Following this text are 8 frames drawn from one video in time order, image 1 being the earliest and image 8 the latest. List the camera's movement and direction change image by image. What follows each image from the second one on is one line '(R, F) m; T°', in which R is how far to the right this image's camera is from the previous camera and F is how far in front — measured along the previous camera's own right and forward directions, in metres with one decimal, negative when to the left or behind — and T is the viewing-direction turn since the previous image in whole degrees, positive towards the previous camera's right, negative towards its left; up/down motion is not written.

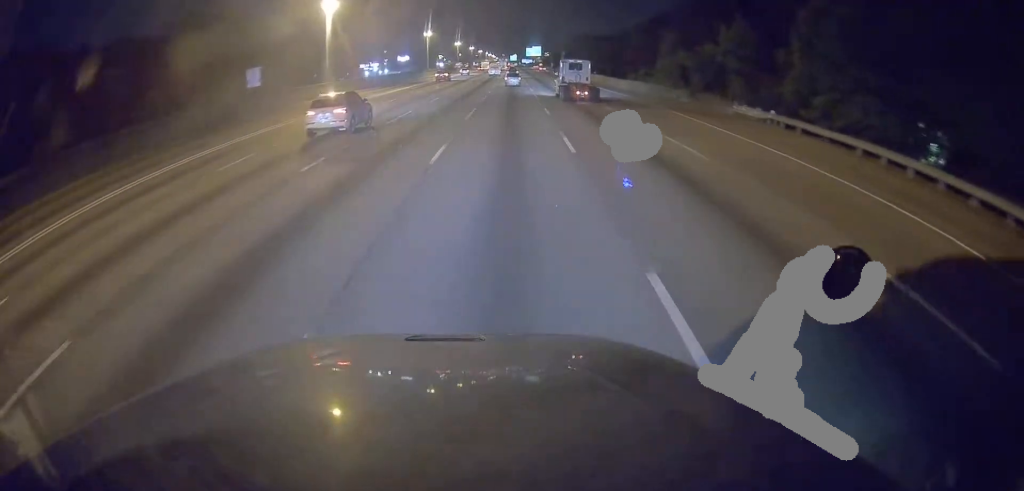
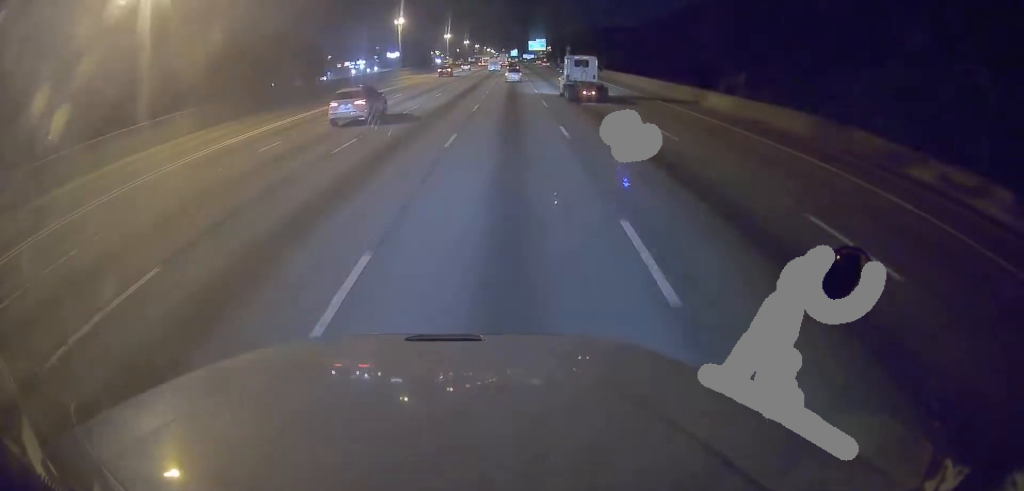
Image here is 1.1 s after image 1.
(0.0, +34.8) m; 0°
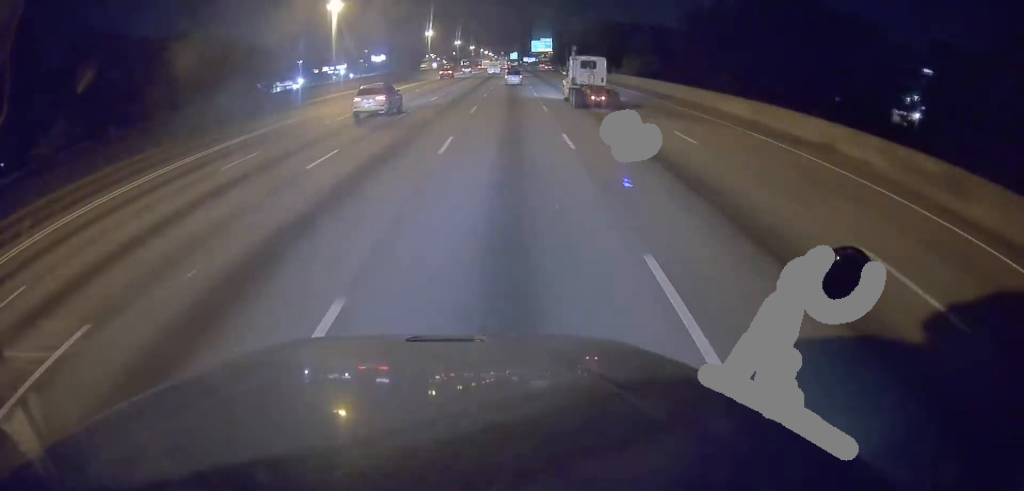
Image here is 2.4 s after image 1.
(-0.1, +38.2) m; -1°
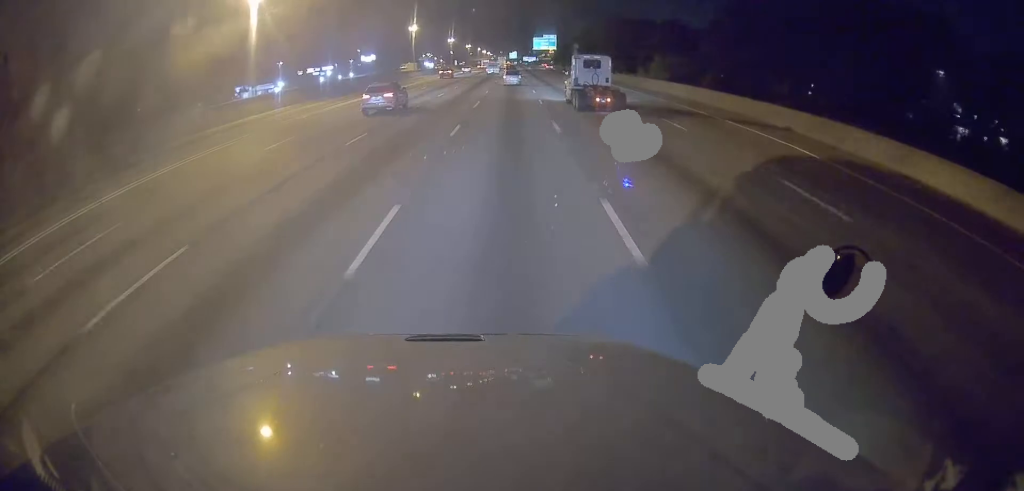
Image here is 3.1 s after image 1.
(-0.1, +21.1) m; 0°
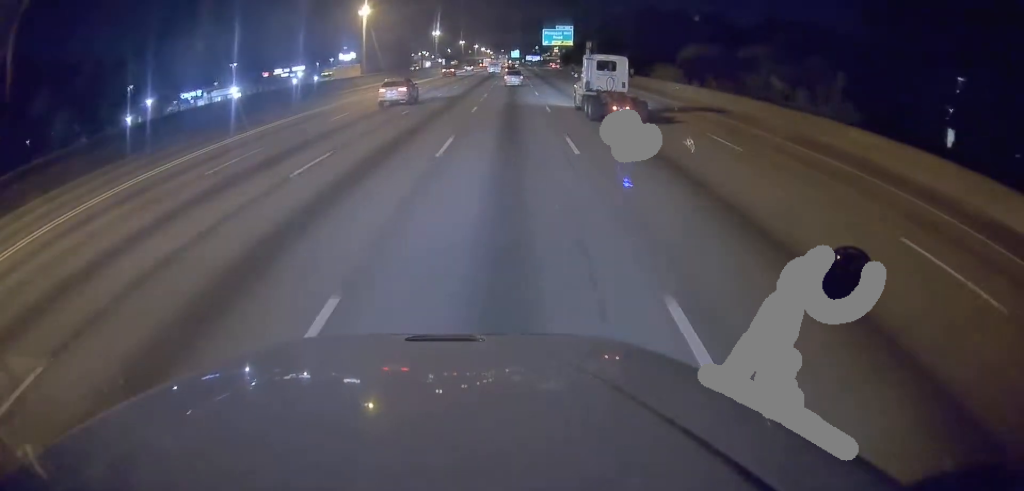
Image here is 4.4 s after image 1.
(+0.3, +40.4) m; 0°
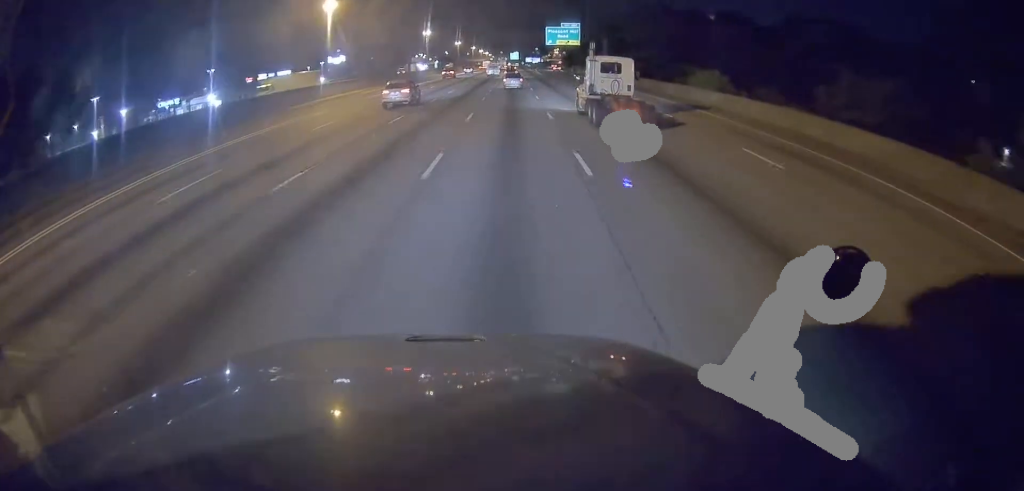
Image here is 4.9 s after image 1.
(-0.1, +14.7) m; 0°
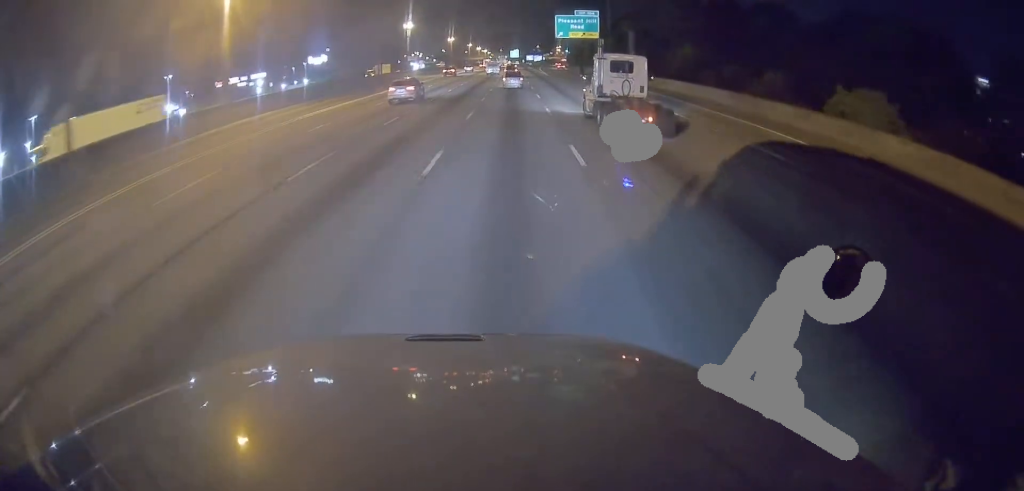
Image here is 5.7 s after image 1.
(-0.1, +23.9) m; 0°
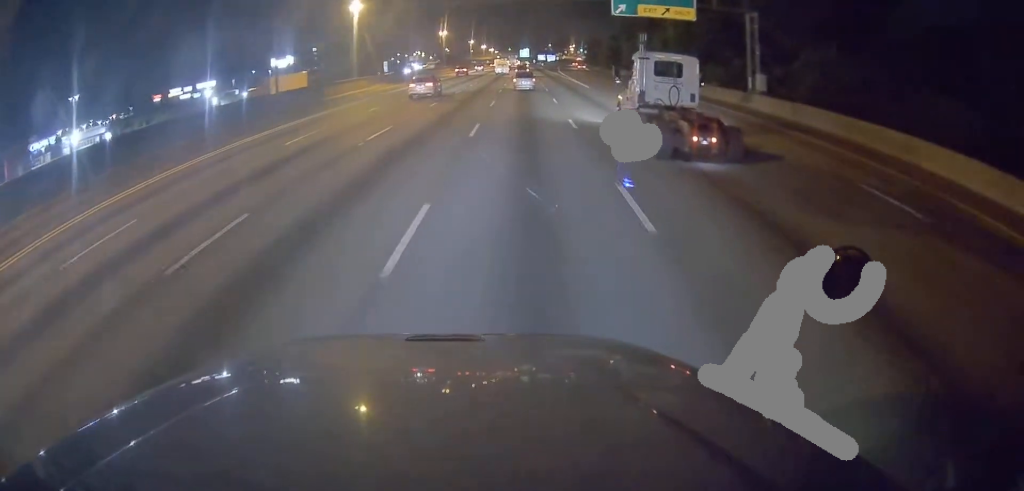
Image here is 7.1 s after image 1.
(-0.4, +42.3) m; -1°
